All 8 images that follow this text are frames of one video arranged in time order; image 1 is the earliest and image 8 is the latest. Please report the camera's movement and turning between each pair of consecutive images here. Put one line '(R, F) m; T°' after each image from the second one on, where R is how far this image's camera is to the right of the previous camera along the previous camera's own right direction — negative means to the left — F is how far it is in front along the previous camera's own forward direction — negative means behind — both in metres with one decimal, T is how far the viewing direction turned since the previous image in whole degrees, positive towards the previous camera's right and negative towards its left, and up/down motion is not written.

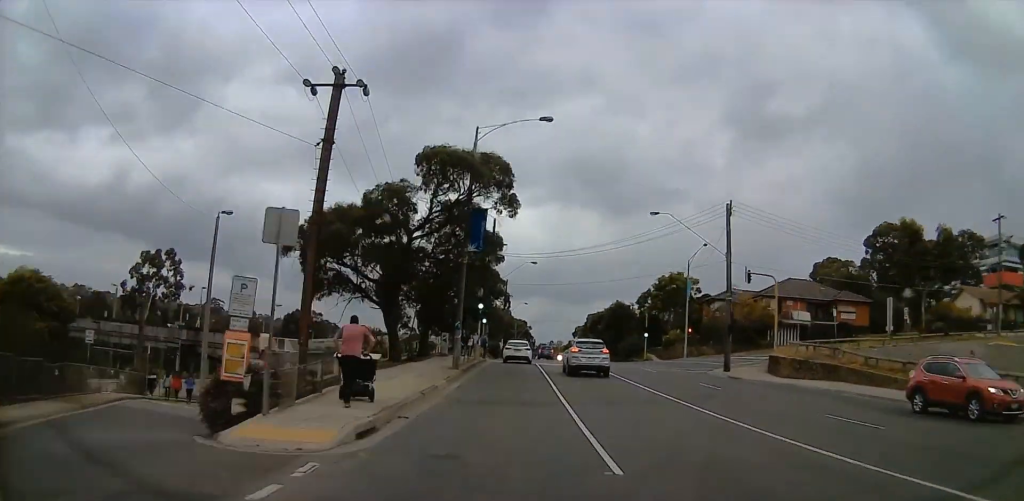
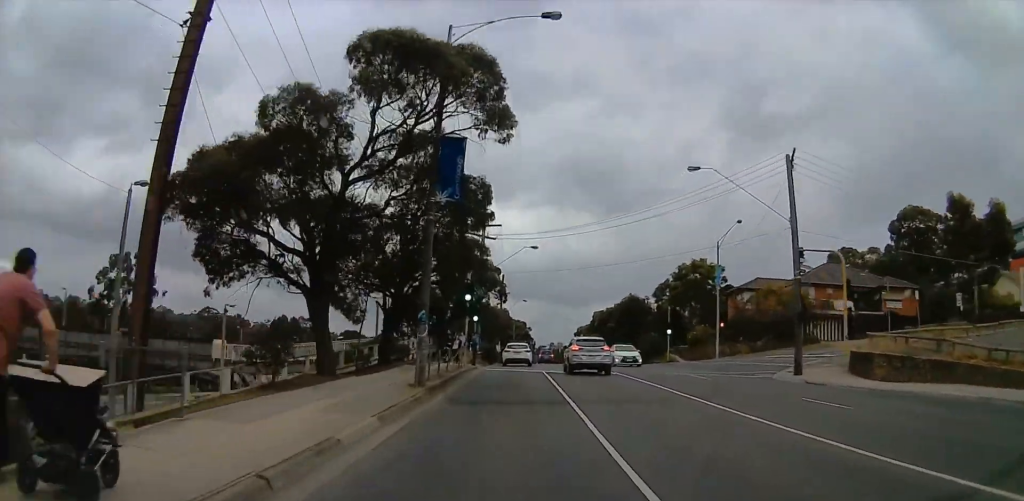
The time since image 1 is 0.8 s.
(0.0, +10.4) m; +2°
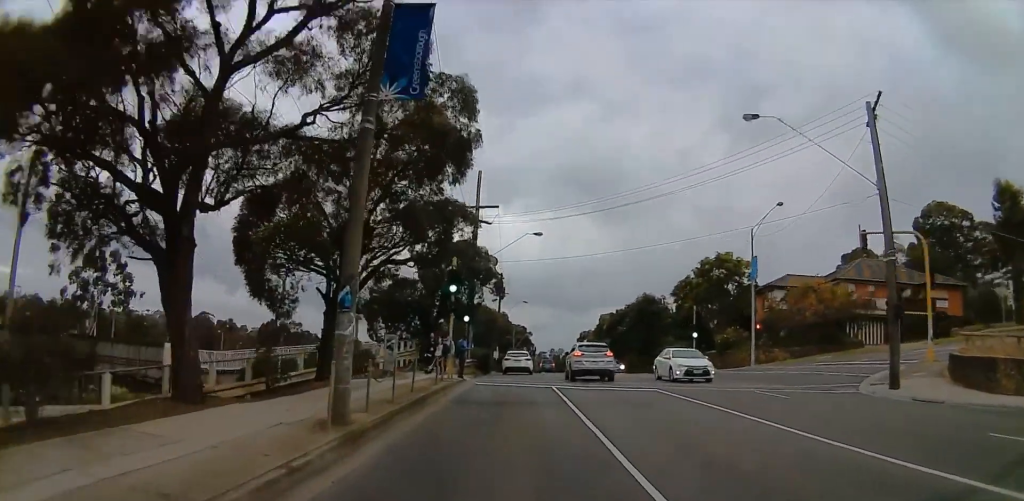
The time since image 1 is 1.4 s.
(+0.6, +8.2) m; -2°
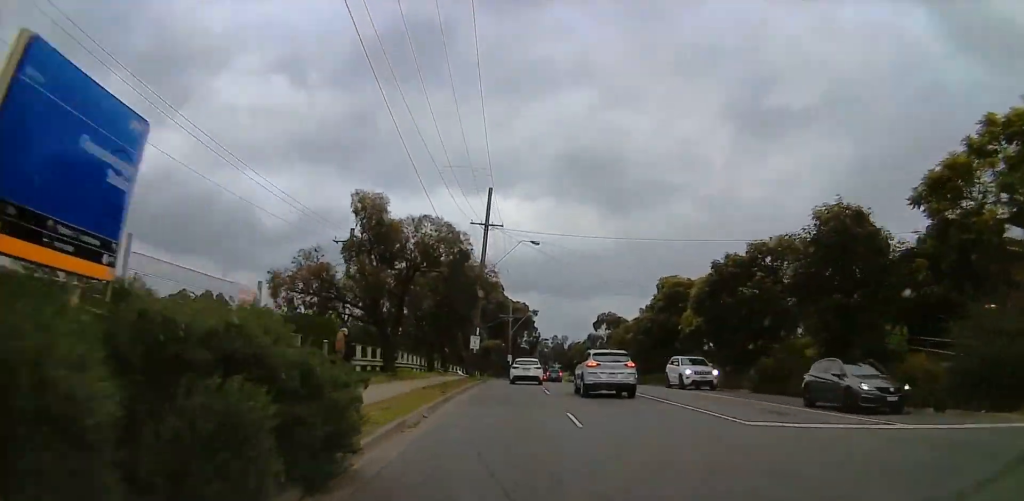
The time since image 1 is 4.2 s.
(-0.2, +38.0) m; -1°
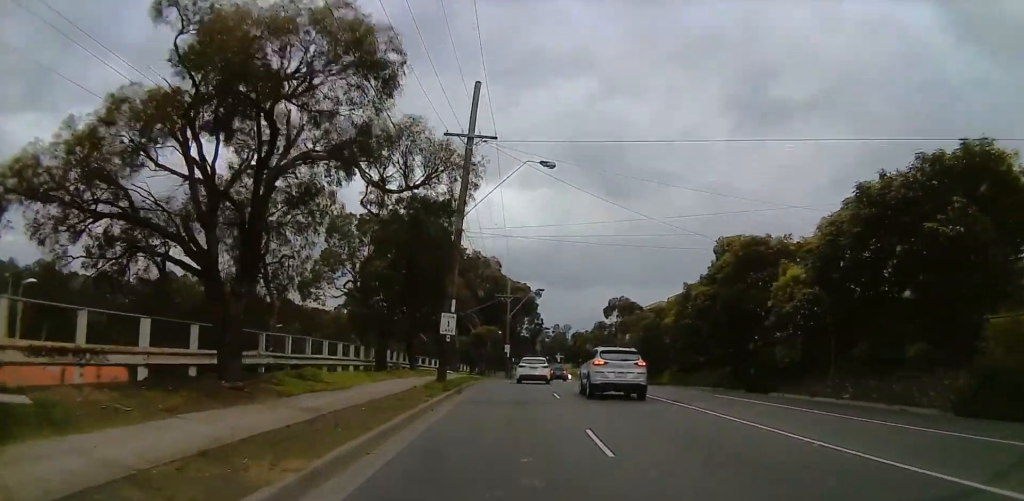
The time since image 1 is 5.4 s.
(-1.2, +15.8) m; -1°
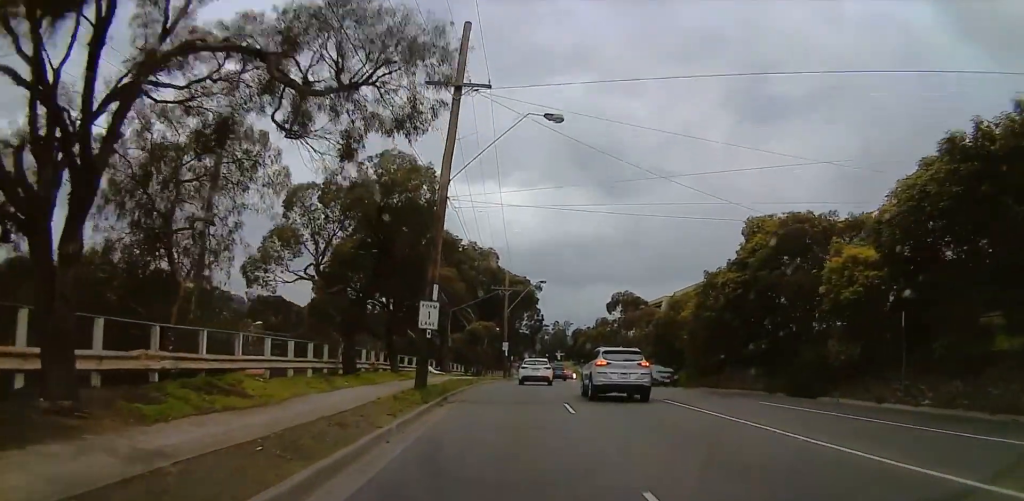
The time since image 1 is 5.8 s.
(0.0, +5.7) m; +2°
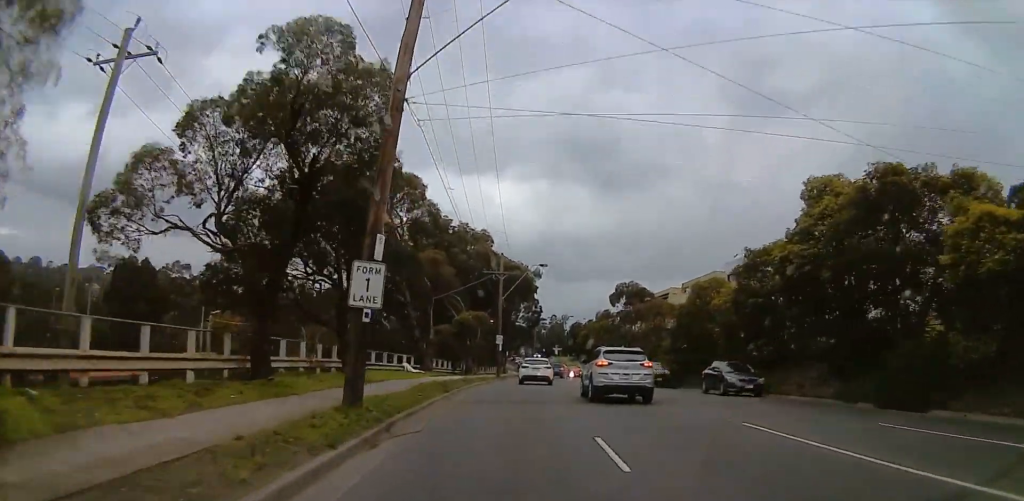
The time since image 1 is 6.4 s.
(+1.0, +7.9) m; +3°
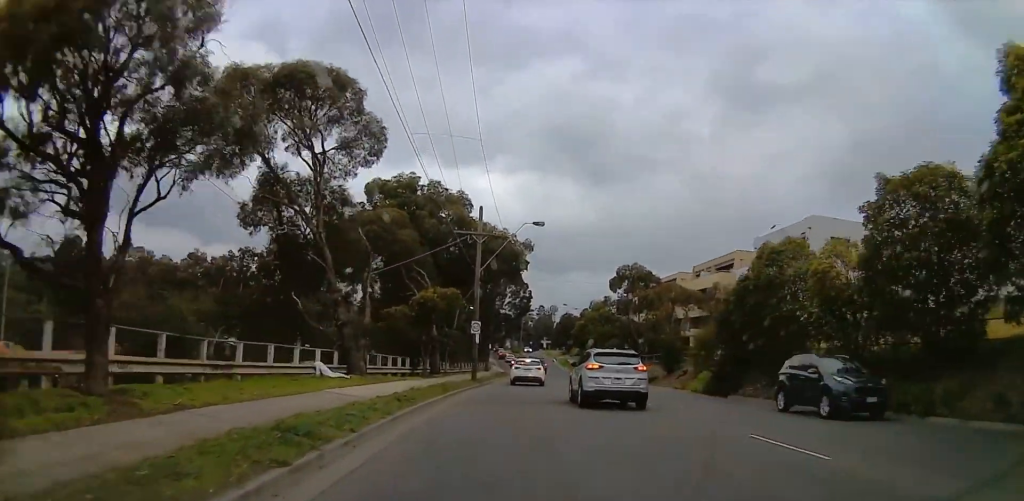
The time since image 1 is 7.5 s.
(-0.3, +14.0) m; +1°
